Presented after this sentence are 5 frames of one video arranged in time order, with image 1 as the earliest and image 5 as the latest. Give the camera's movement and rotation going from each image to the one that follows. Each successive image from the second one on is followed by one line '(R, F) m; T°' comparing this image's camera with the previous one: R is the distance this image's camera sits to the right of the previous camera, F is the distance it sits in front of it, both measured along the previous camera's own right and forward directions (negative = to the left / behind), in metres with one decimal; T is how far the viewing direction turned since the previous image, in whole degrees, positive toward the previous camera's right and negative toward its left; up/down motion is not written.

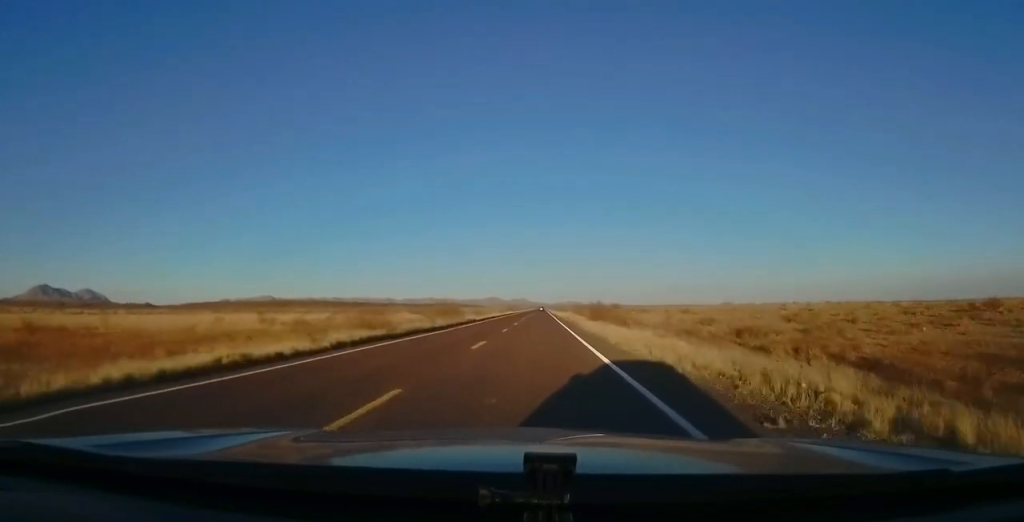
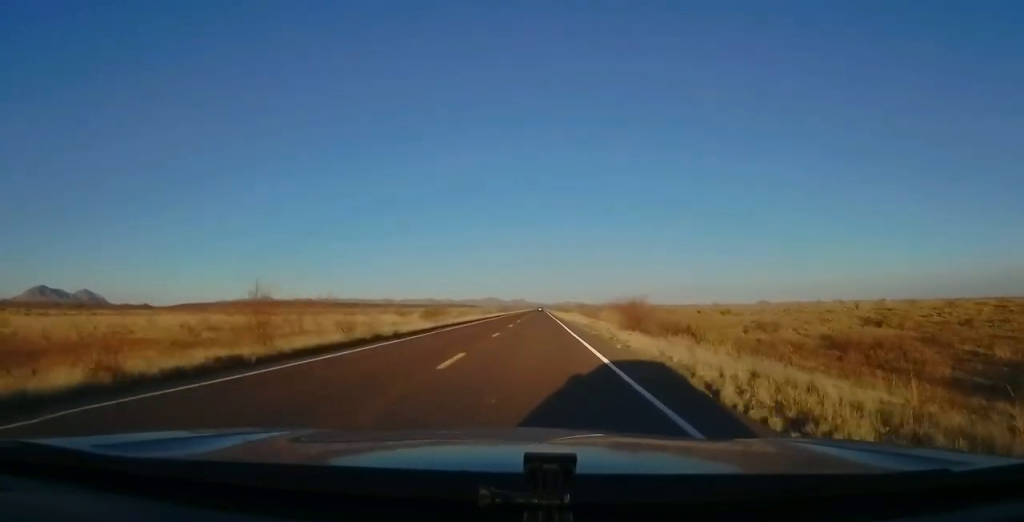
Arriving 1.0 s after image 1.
(+0.5, +28.8) m; 0°
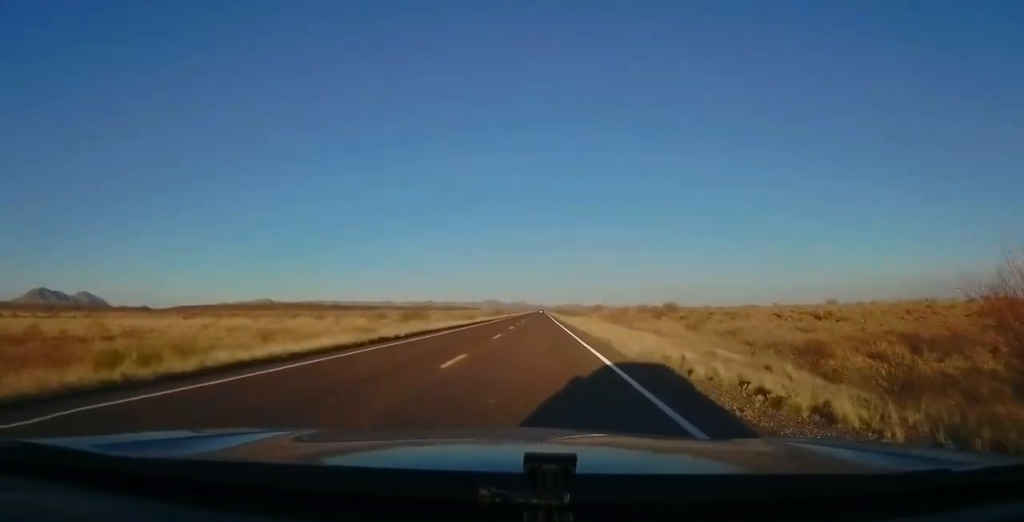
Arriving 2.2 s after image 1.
(-0.6, +35.4) m; -1°
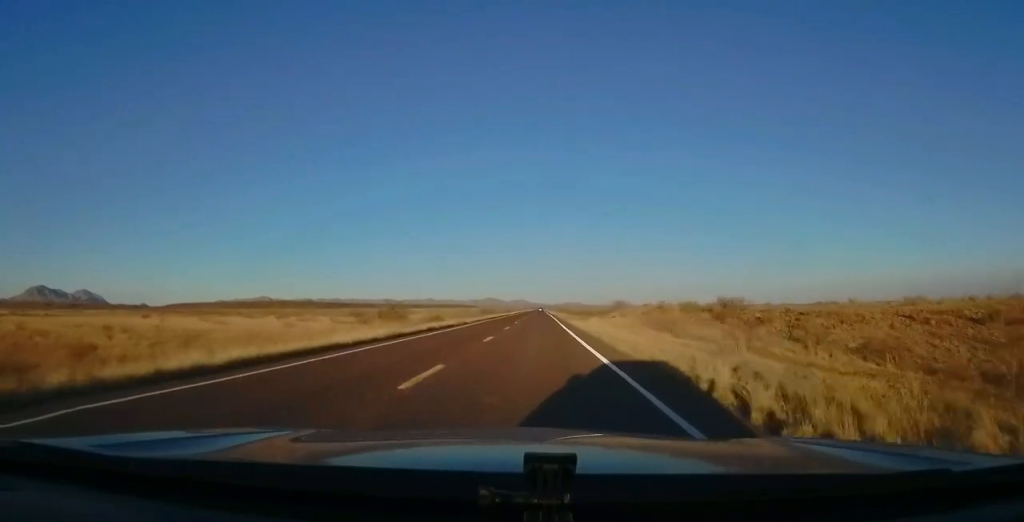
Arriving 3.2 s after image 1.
(0.0, +26.8) m; 0°
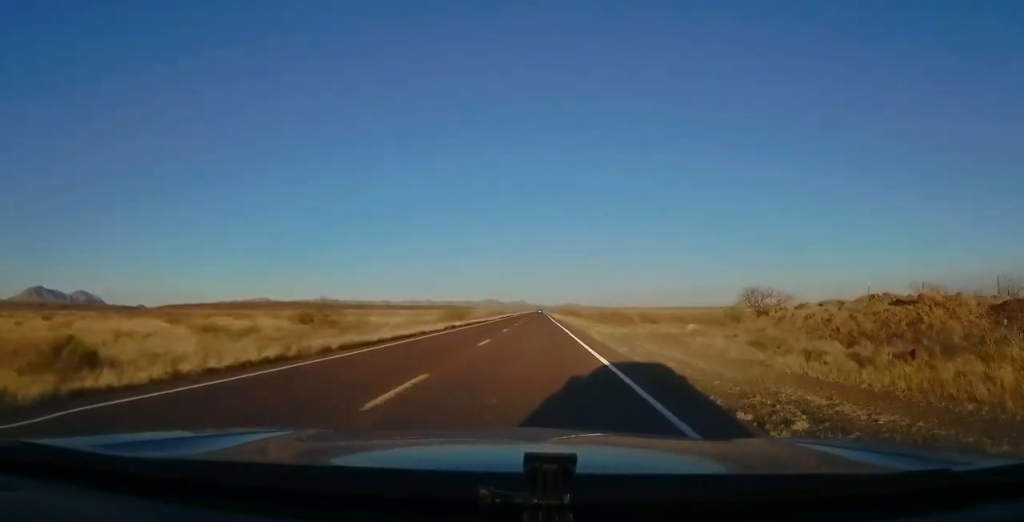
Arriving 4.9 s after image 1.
(+0.1, +48.8) m; +1°
